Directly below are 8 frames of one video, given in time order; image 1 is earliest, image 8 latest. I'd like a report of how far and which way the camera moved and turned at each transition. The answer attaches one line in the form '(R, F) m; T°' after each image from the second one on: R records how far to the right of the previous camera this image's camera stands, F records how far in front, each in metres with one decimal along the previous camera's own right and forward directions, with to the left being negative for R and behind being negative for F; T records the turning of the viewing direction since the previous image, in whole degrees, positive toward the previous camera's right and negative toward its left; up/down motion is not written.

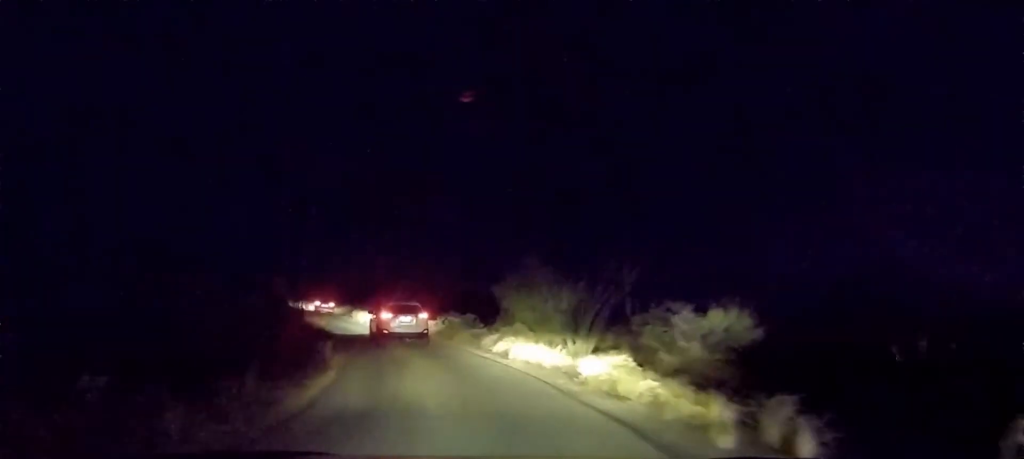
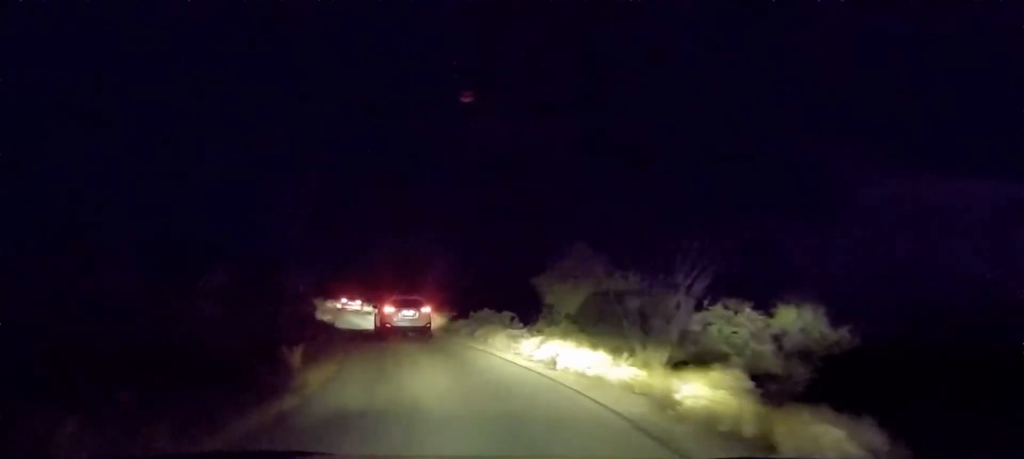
(+0.1, +4.1) m; -3°
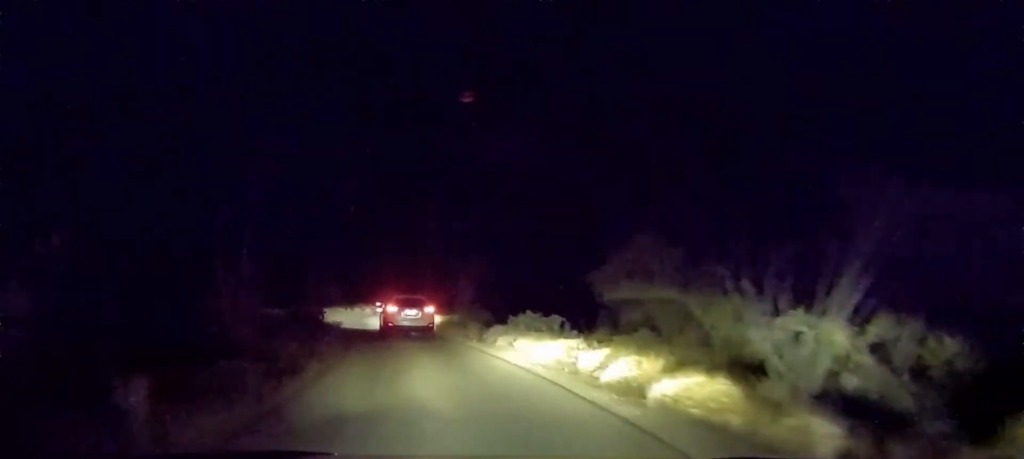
(-0.4, +4.6) m; -4°
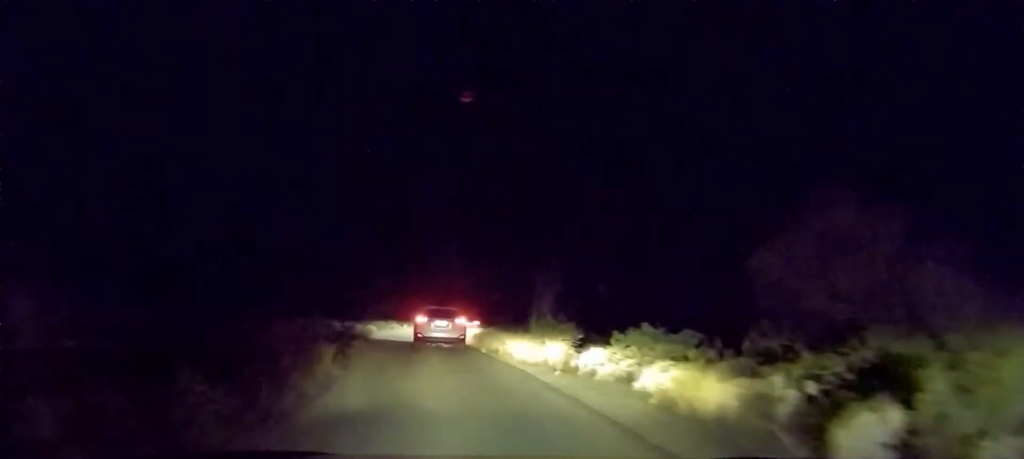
(-0.2, +7.2) m; -4°
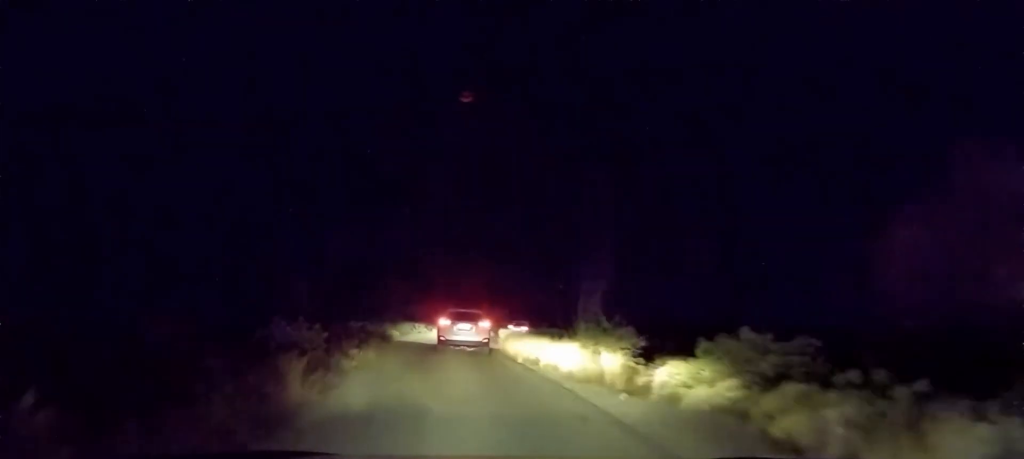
(-0.1, +3.5) m; -3°
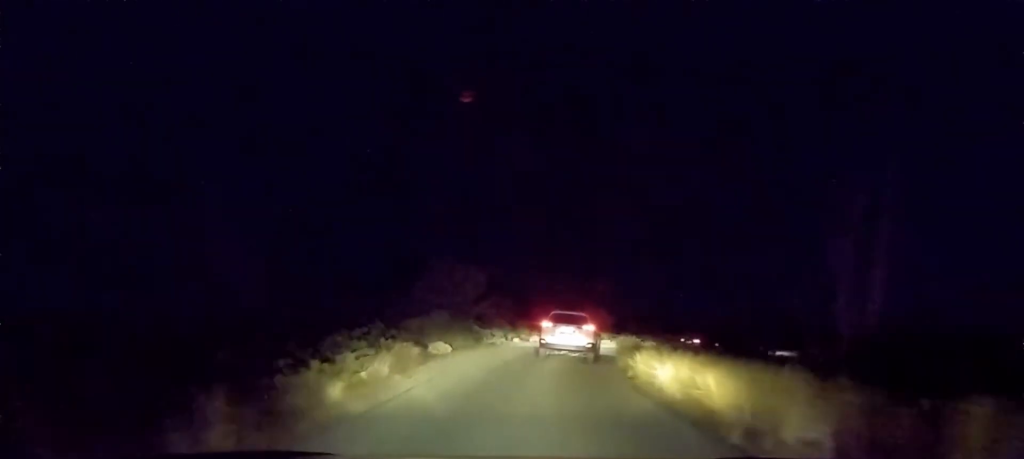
(-1.4, +11.9) m; -16°
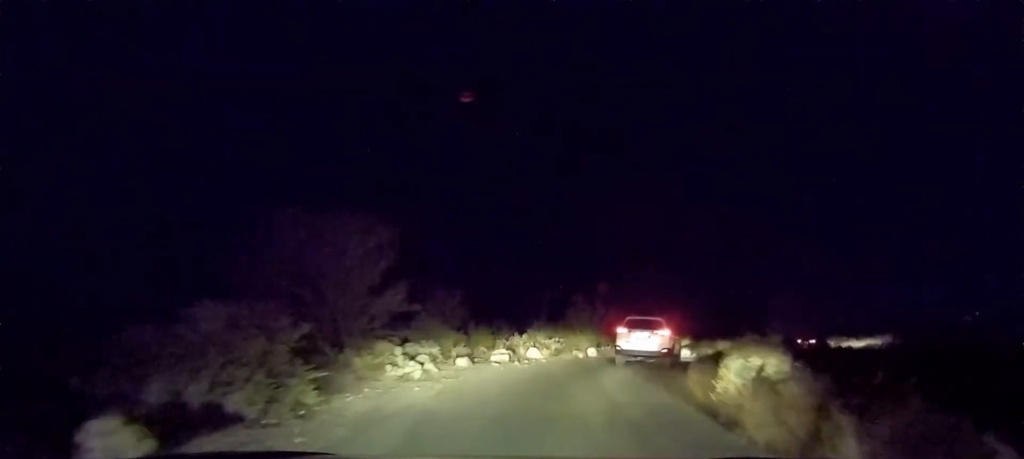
(-1.4, +14.9) m; 0°
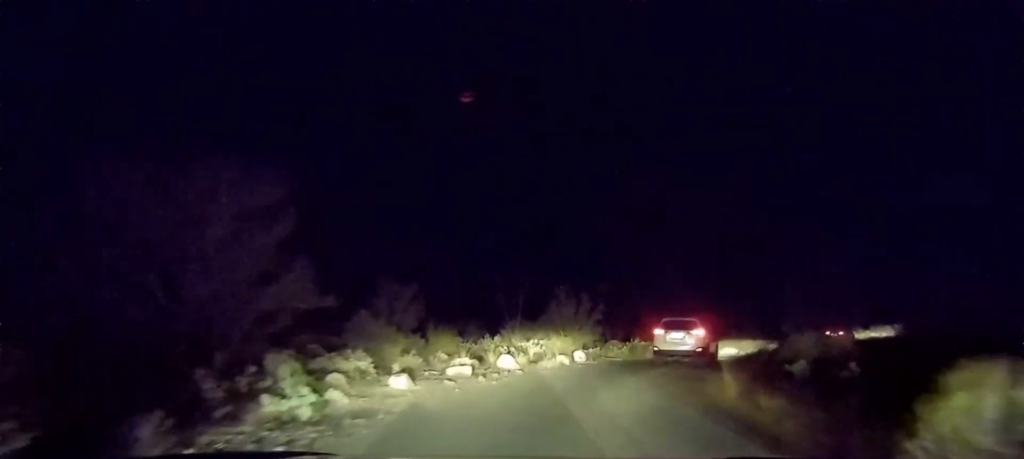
(+0.6, +5.1) m; +1°
